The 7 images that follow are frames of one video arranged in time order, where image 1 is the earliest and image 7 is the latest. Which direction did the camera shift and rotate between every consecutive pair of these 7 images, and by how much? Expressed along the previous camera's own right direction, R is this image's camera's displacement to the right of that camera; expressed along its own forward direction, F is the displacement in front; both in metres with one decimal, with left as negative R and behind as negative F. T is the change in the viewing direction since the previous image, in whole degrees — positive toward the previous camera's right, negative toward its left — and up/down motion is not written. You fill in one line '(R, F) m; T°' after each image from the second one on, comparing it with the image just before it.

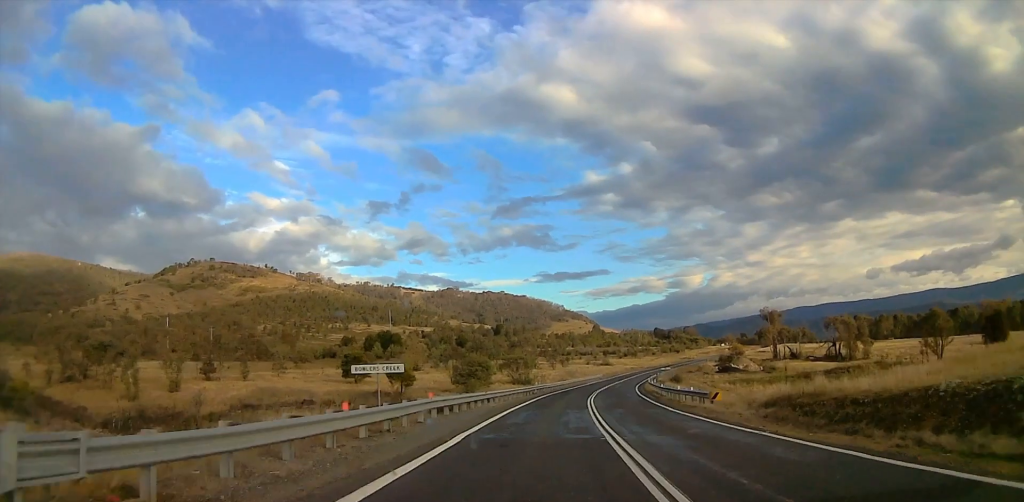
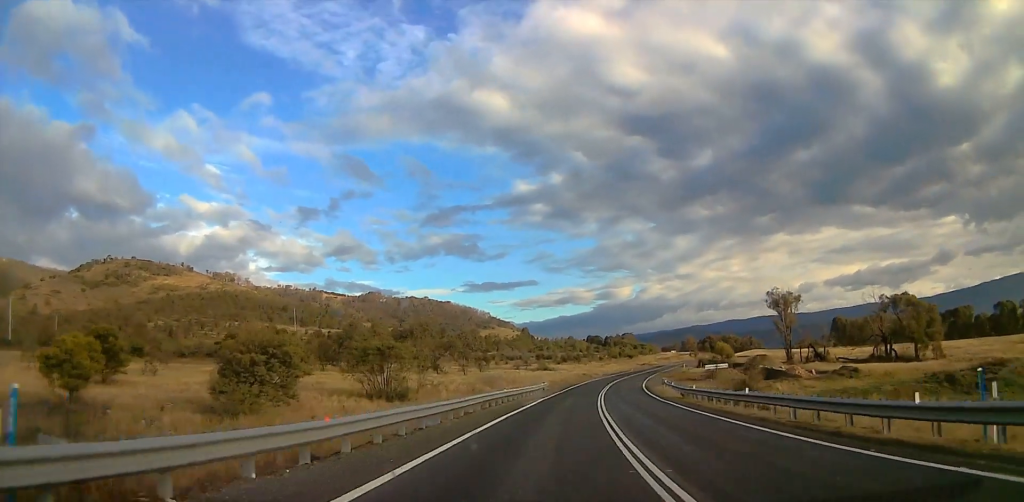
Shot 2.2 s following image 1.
(+3.7, +56.3) m; +7°
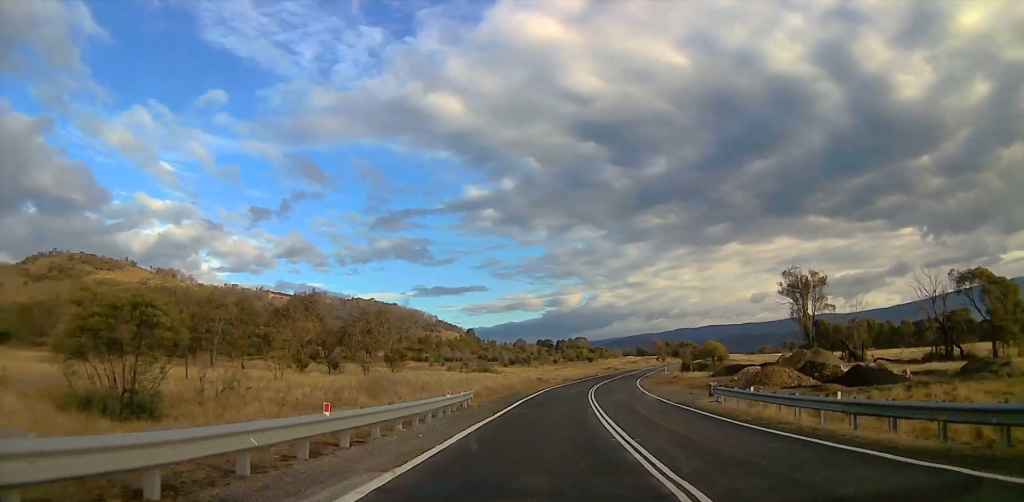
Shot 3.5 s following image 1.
(+1.5, +32.8) m; +5°
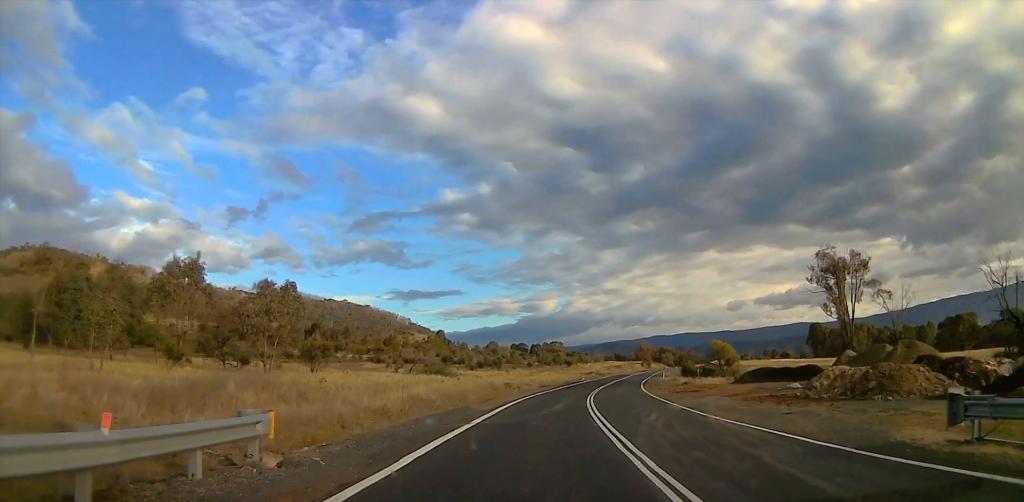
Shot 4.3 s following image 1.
(+0.4, +20.5) m; +1°
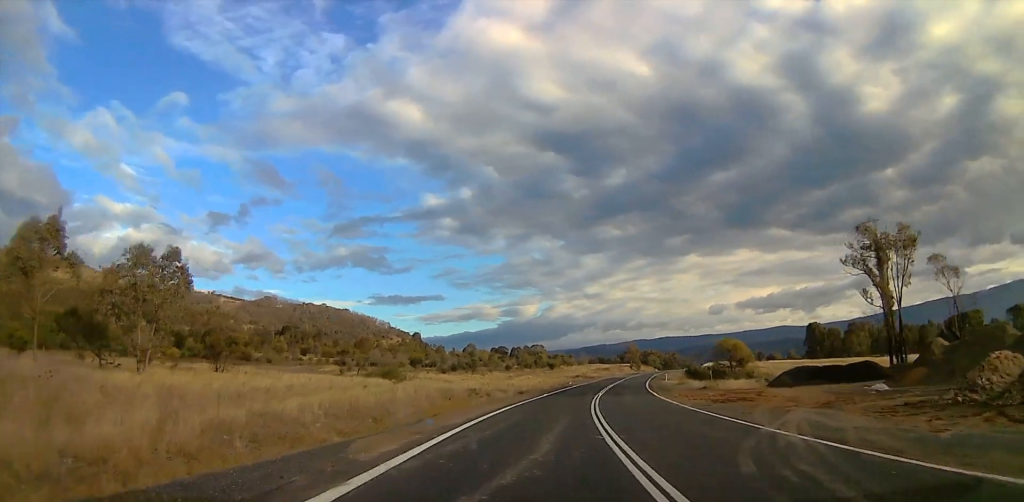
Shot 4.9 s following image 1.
(+0.1, +15.3) m; +1°
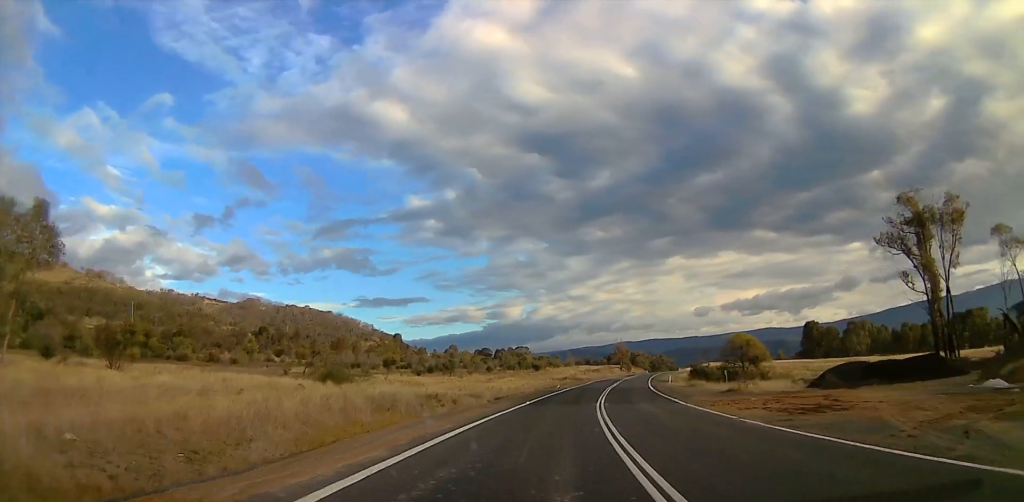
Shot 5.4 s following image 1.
(-0.1, +11.1) m; +2°
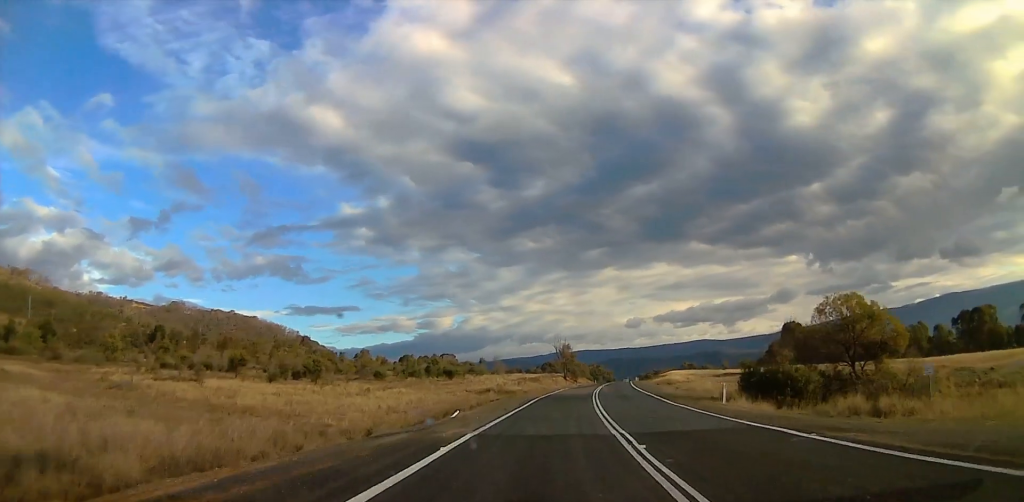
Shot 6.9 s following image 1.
(+2.6, +39.0) m; +7°
